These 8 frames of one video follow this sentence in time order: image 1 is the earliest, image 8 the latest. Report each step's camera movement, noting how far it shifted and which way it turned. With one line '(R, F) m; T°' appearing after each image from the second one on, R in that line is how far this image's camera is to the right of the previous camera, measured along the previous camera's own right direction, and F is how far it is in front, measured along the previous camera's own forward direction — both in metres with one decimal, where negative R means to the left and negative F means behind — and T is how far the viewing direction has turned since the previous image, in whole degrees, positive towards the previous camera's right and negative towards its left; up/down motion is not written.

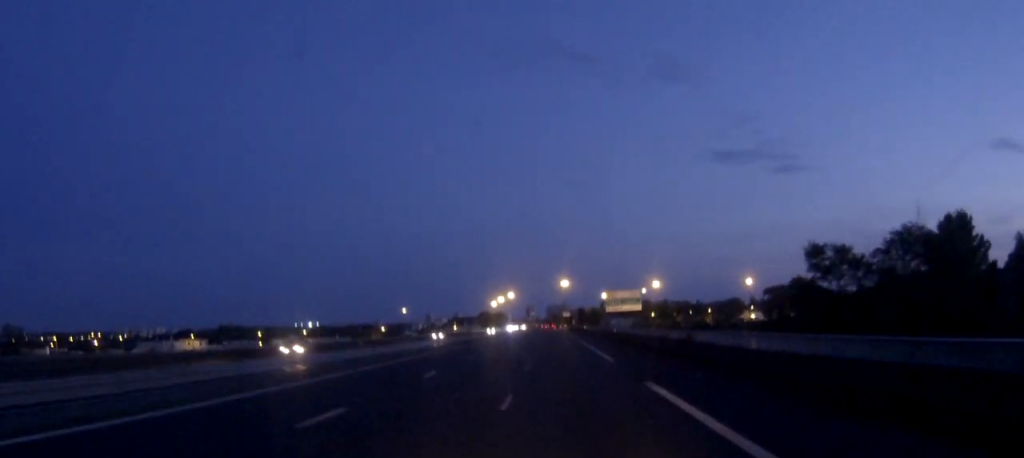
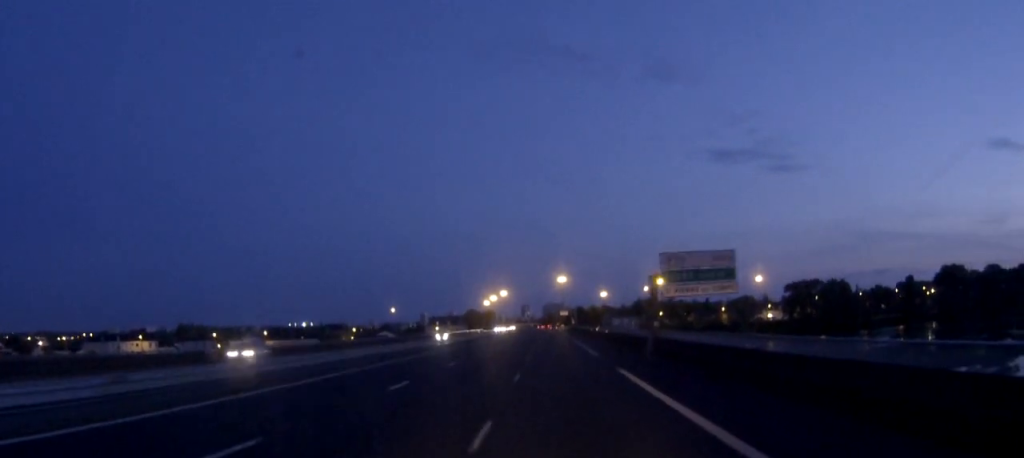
(+0.1, +39.9) m; 0°
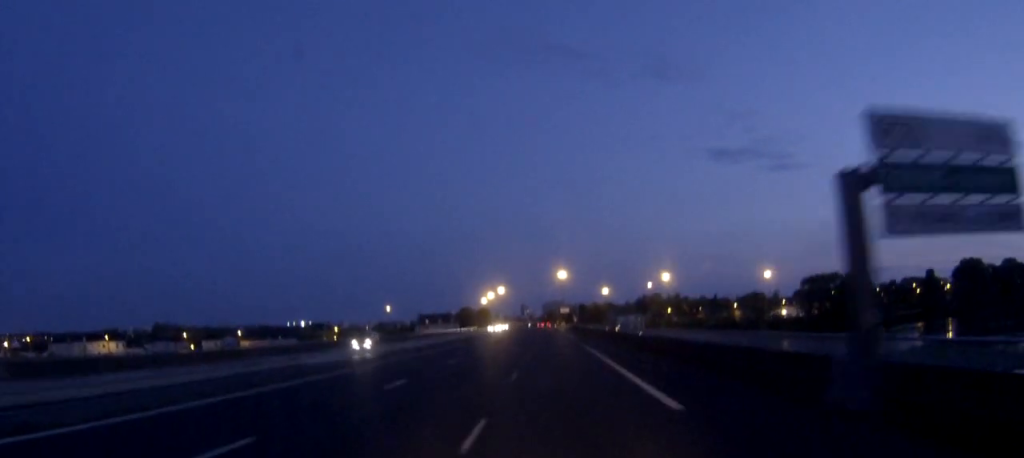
(0.0, +25.2) m; 0°
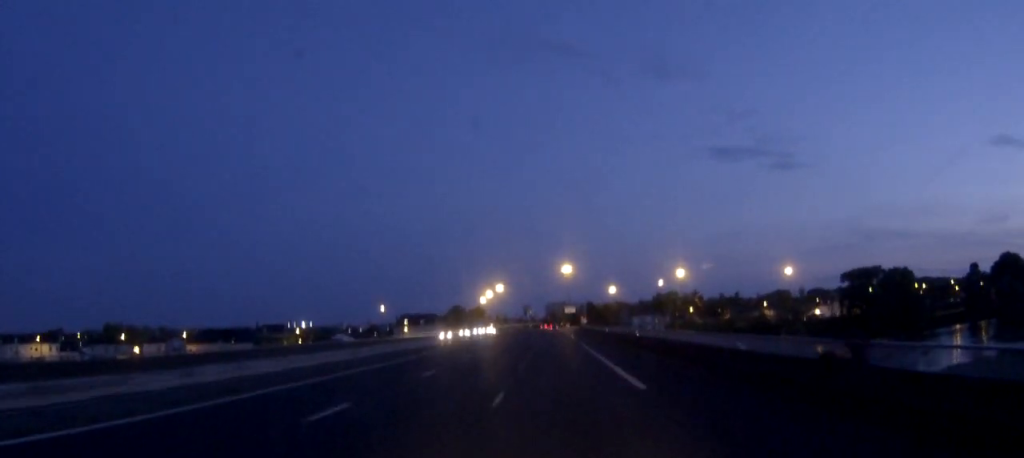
(+0.1, +46.1) m; 0°
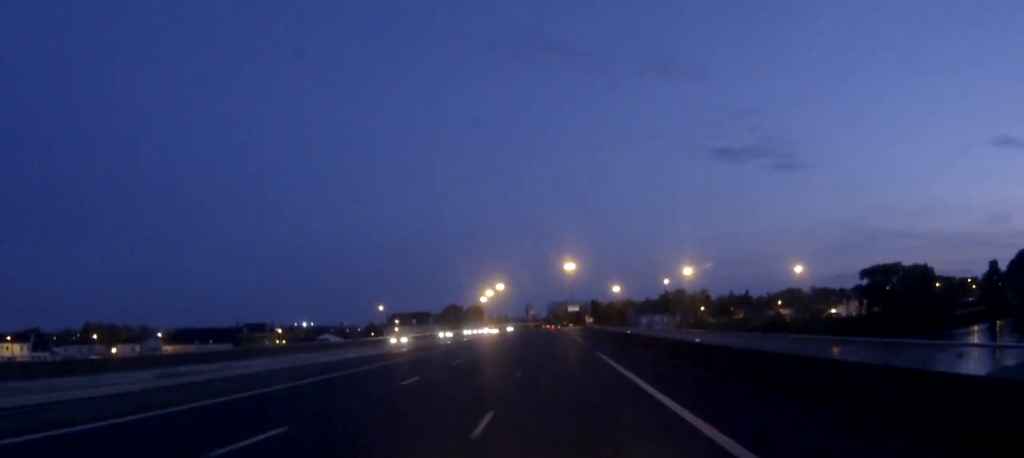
(-0.1, +18.2) m; 0°
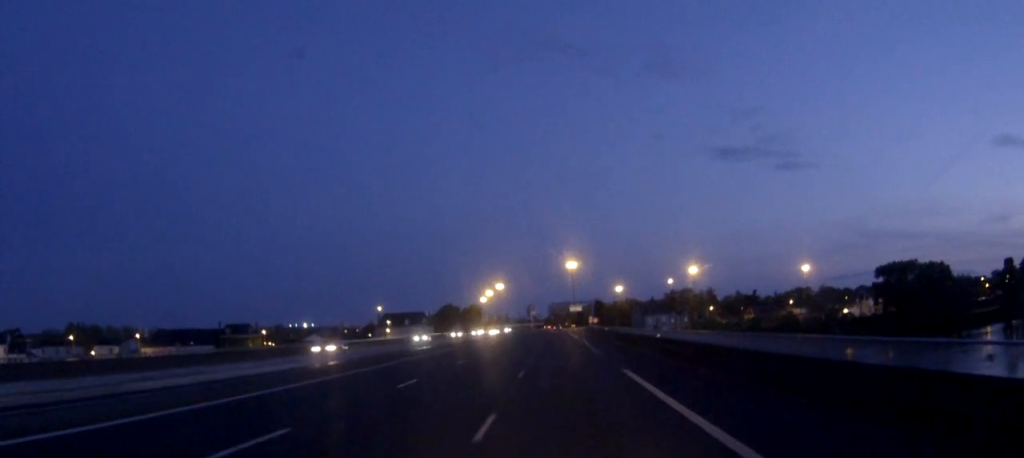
(0.0, +14.1) m; 0°
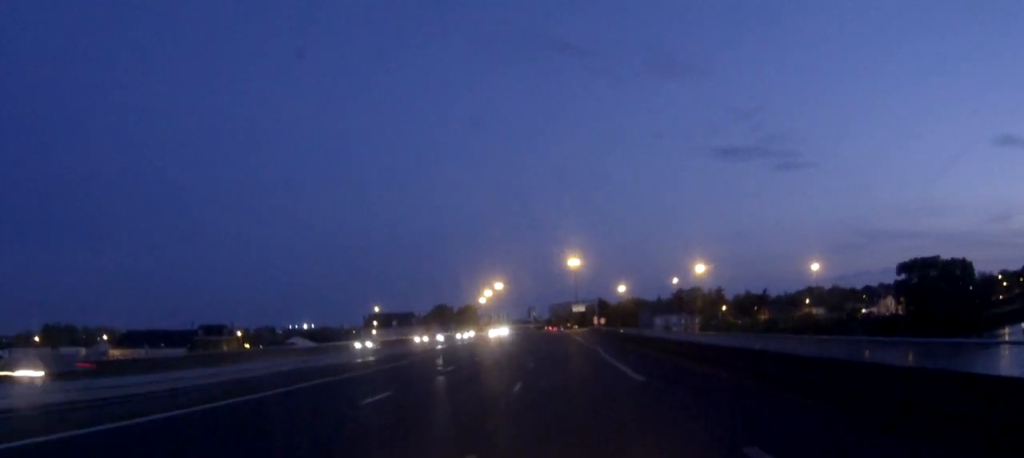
(0.0, +19.0) m; 0°
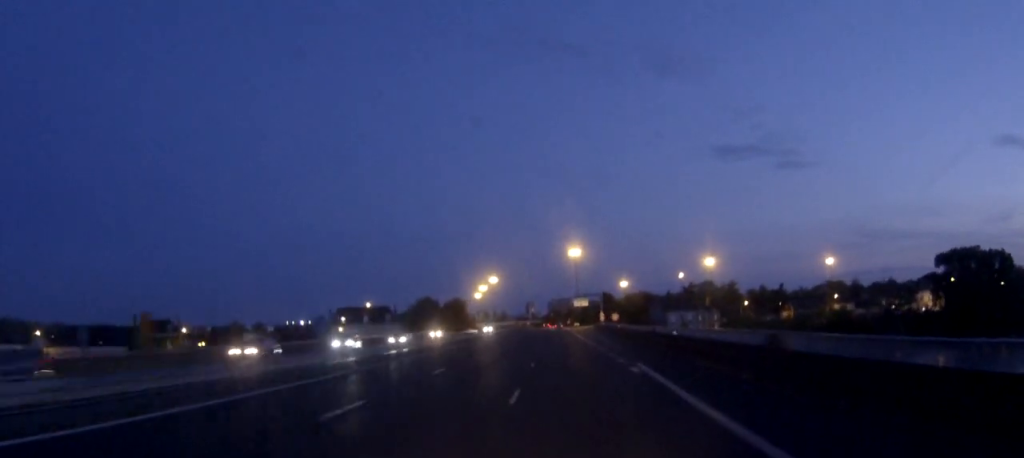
(0.0, +33.7) m; 0°
